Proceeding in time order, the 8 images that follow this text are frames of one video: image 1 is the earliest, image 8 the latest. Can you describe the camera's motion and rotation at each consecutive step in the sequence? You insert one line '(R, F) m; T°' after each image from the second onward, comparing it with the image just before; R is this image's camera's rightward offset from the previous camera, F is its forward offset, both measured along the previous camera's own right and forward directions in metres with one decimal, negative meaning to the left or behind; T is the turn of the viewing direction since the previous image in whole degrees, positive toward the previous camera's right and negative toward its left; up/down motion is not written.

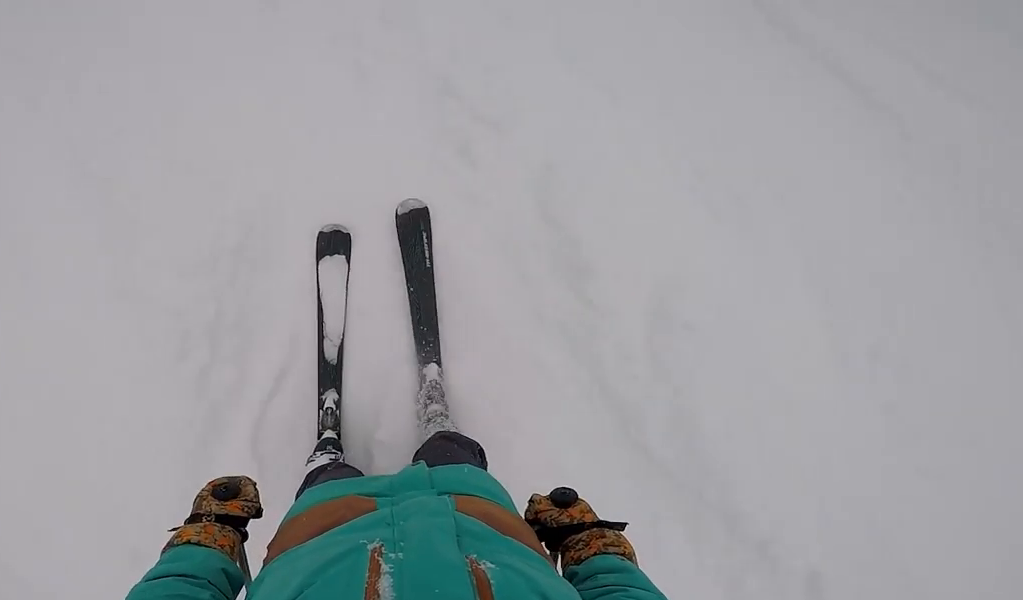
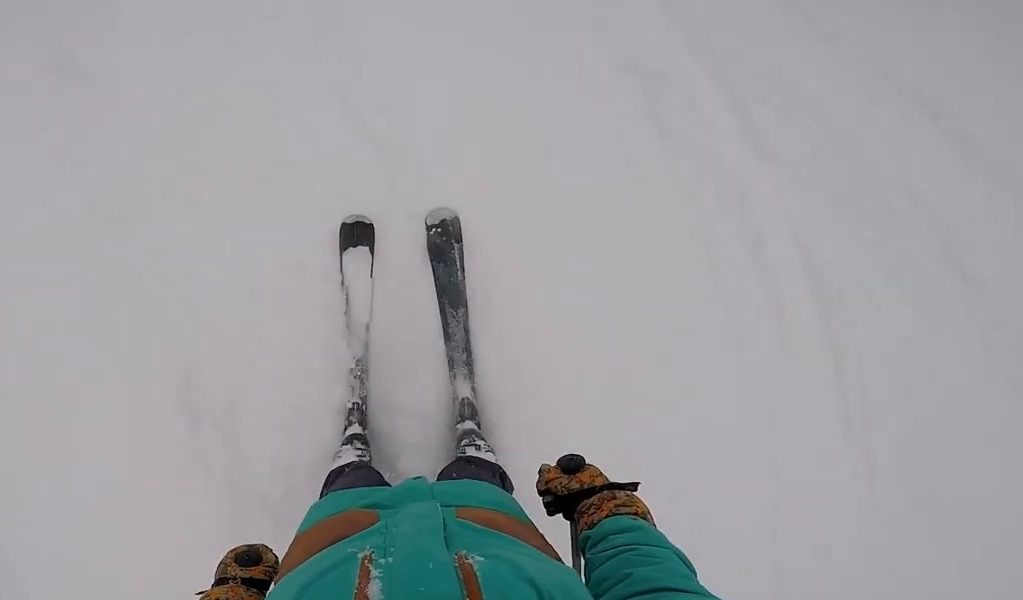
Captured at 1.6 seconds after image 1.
(0.0, +9.8) m; +7°
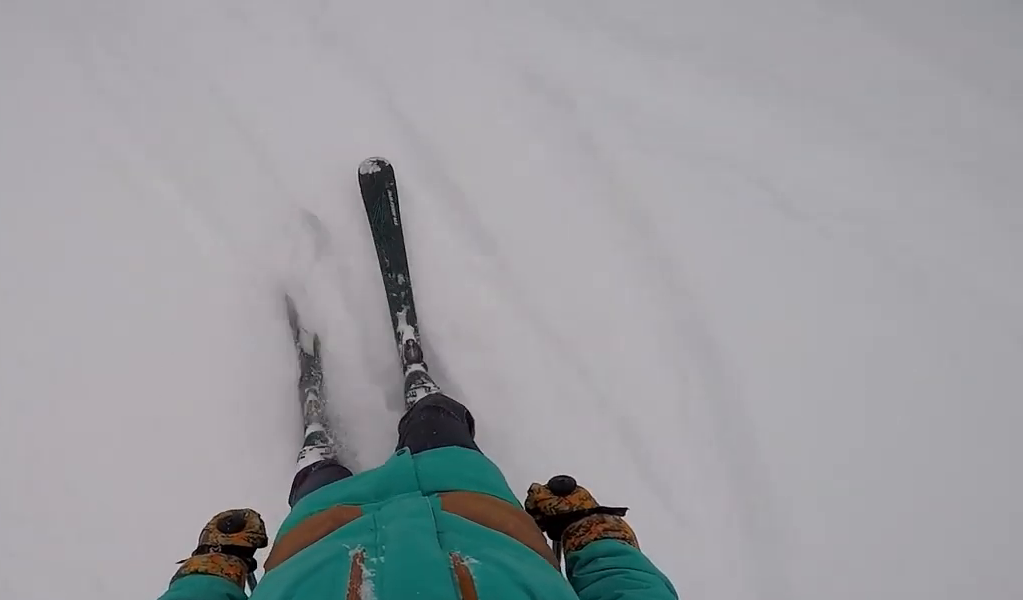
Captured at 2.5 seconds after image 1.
(+0.6, +5.0) m; +8°
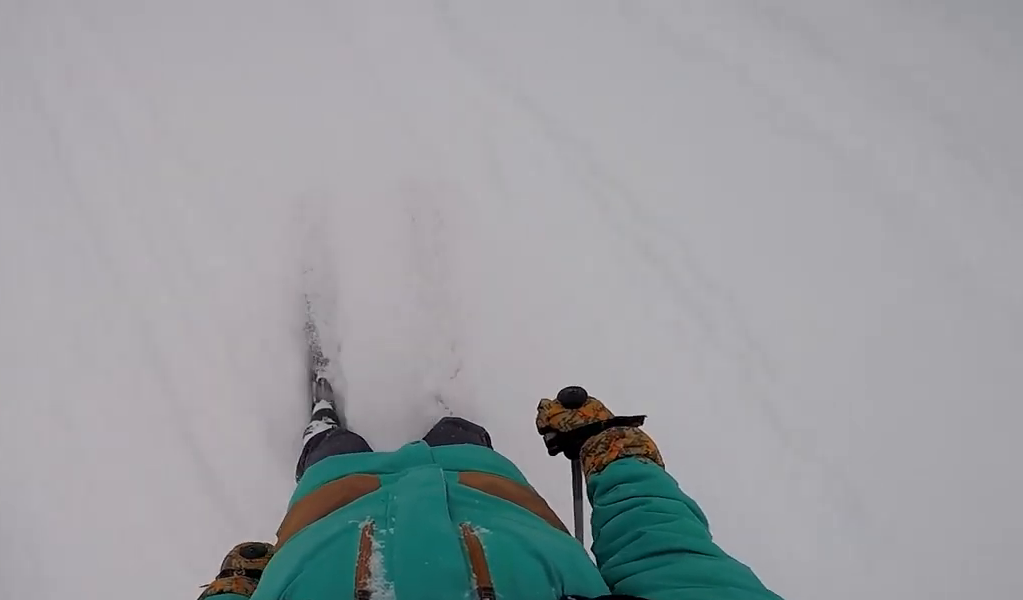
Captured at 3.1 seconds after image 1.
(+0.2, +3.9) m; 0°
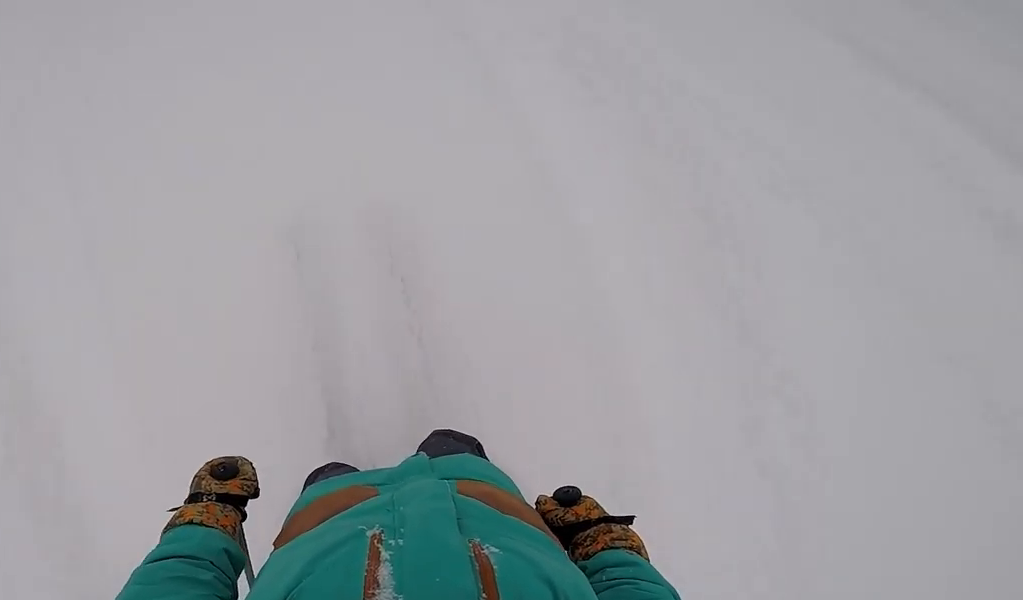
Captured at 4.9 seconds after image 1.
(-1.5, +9.8) m; -16°
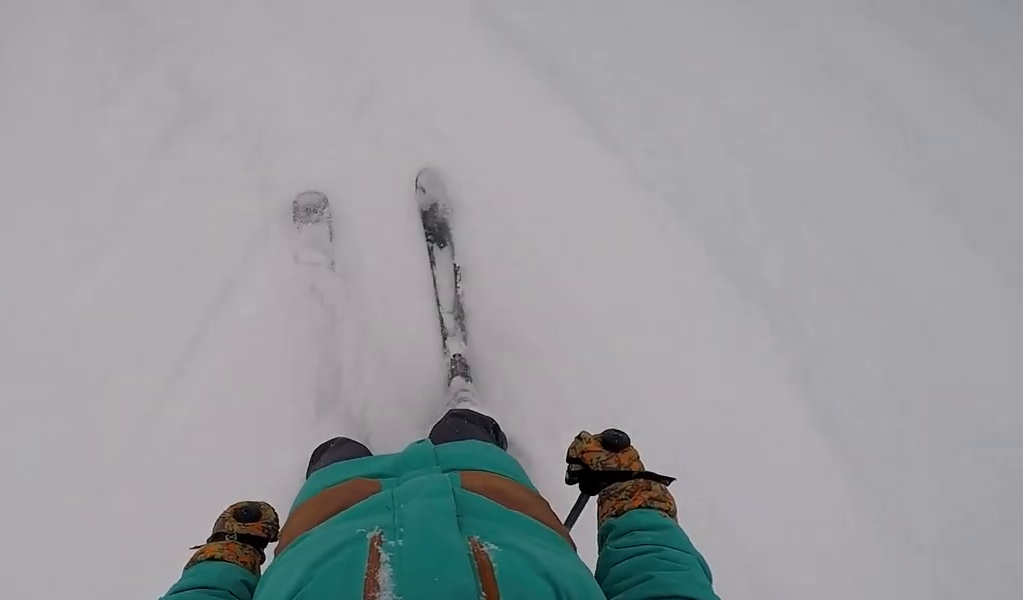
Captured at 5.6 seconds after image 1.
(0.0, +4.0) m; 0°
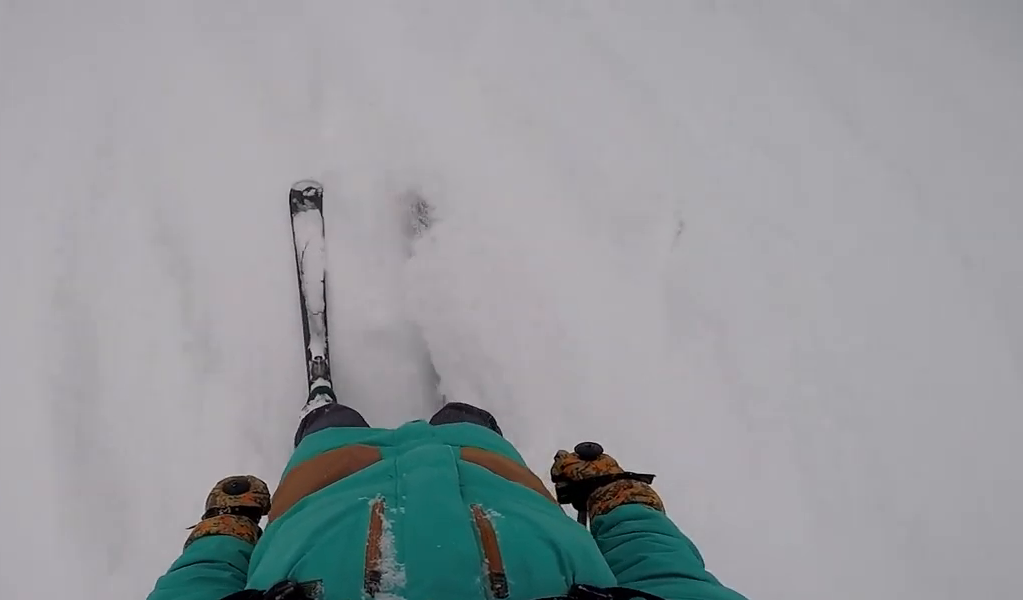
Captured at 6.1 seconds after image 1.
(0.0, +2.6) m; 0°
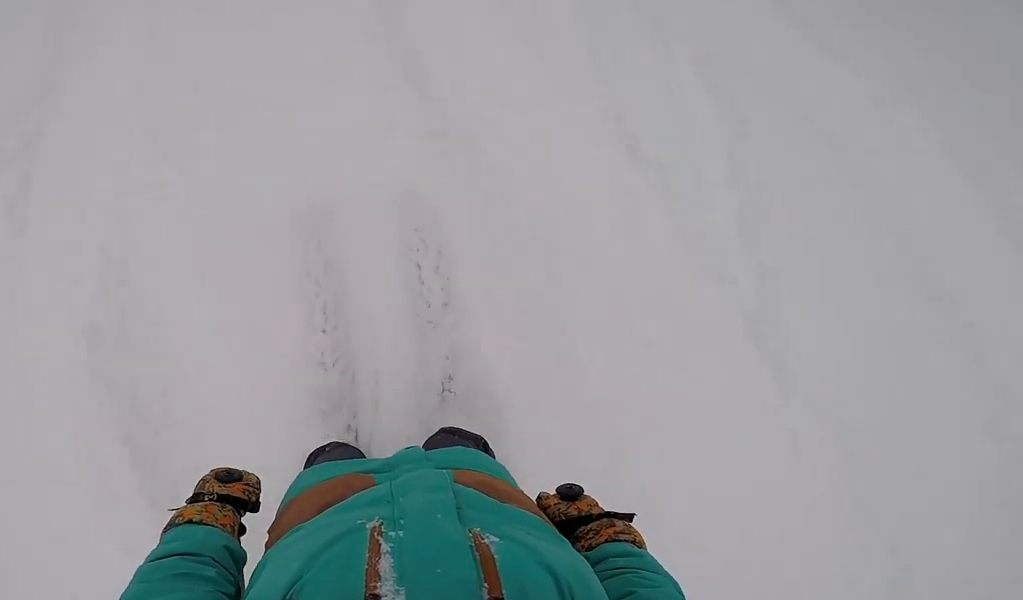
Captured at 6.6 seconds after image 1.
(0.0, +3.0) m; 0°
